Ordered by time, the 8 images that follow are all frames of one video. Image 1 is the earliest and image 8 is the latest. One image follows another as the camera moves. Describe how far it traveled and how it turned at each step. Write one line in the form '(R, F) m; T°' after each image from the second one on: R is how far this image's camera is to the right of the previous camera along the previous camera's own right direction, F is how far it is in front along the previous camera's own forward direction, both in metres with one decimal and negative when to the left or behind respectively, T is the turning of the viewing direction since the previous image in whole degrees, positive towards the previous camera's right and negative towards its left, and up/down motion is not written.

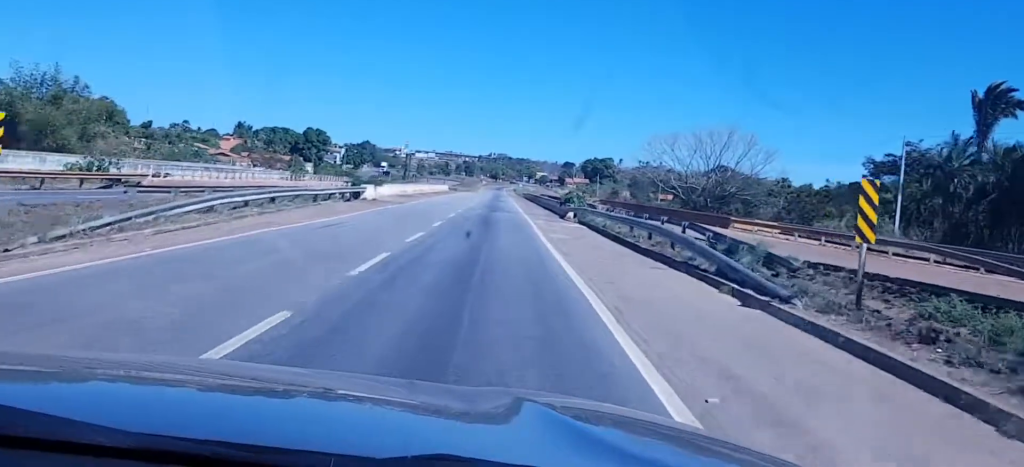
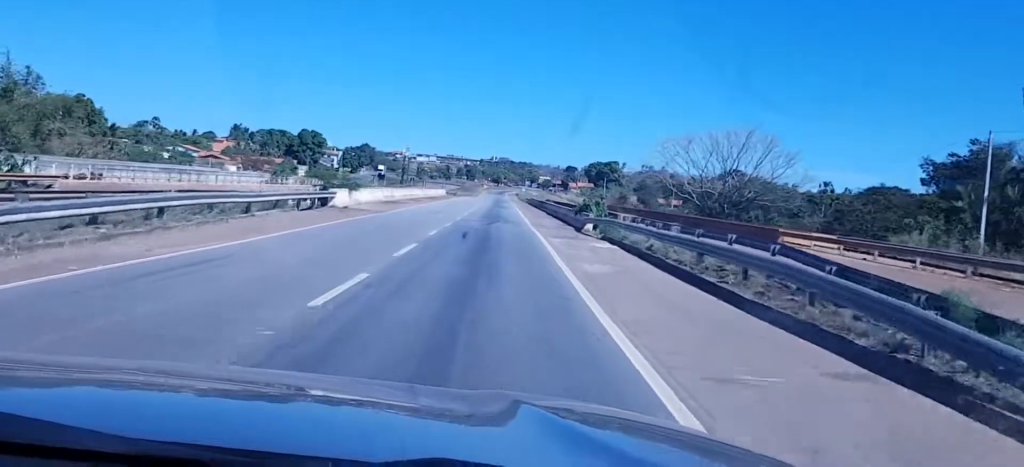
(+0.1, +11.6) m; 0°
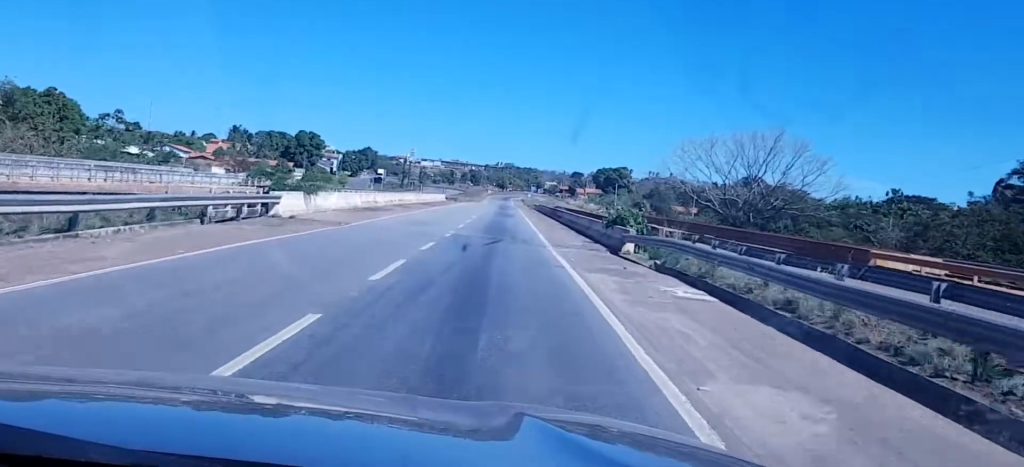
(0.0, +12.6) m; +1°
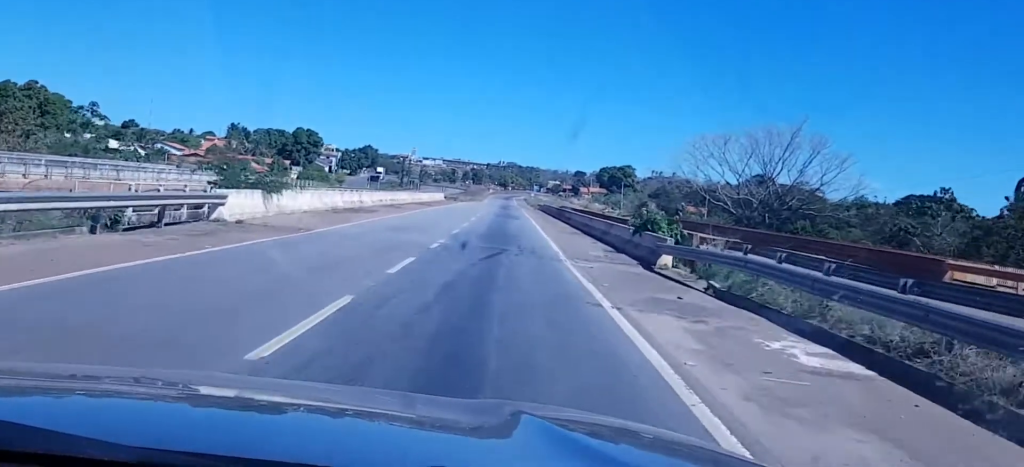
(0.0, +6.5) m; +1°
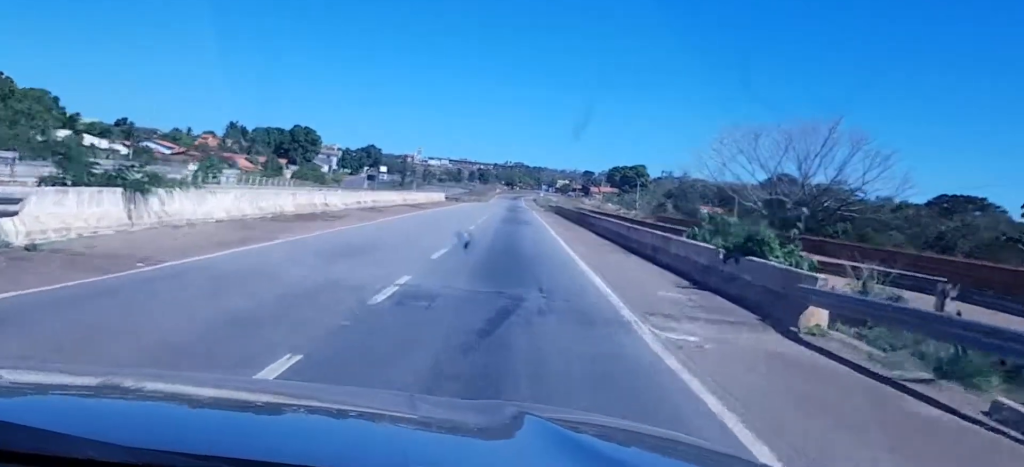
(+0.2, +11.6) m; +2°
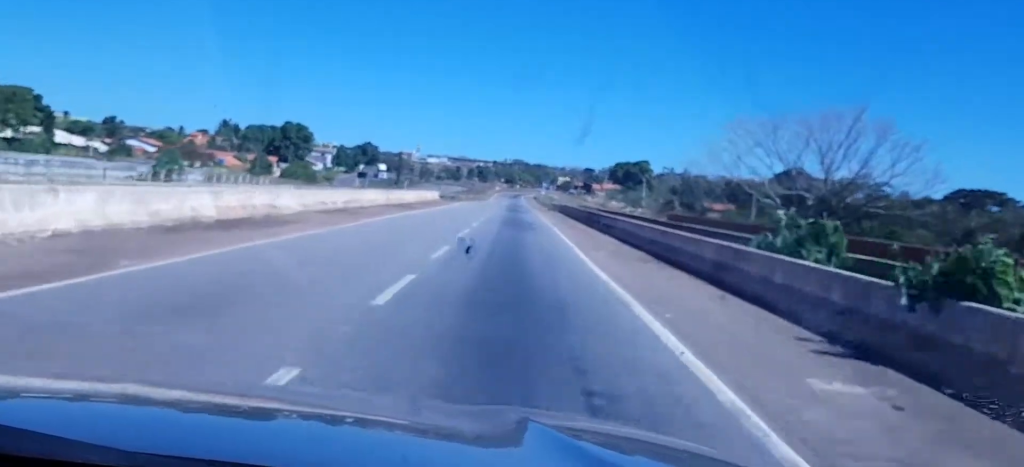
(+0.2, +8.3) m; +1°
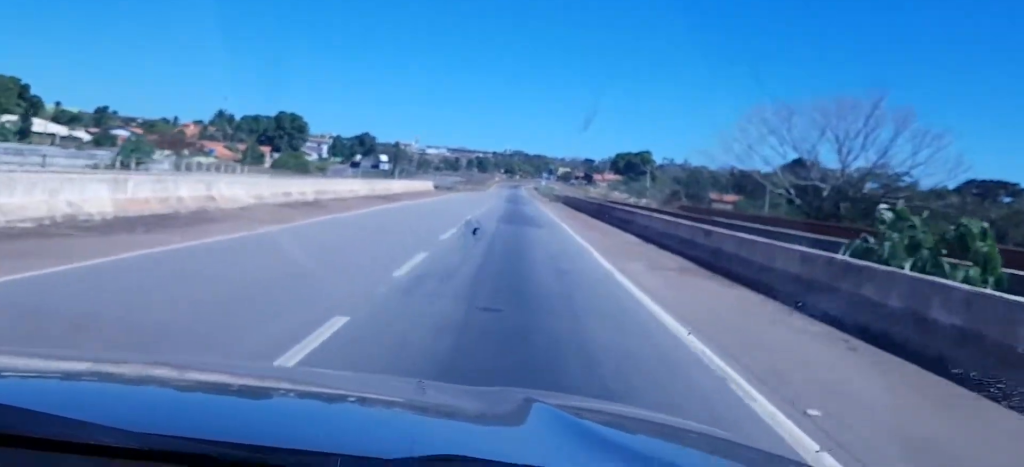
(0.0, +6.4) m; -1°
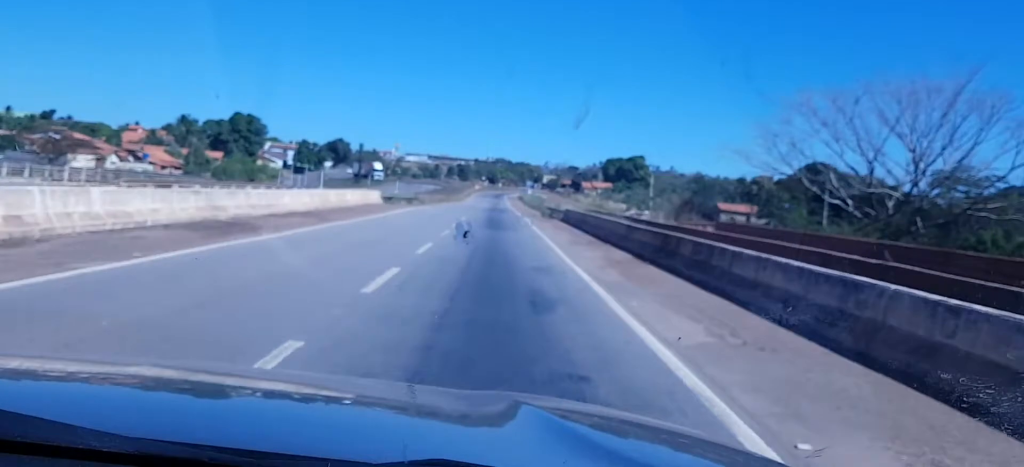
(-0.8, +25.7) m; 0°
